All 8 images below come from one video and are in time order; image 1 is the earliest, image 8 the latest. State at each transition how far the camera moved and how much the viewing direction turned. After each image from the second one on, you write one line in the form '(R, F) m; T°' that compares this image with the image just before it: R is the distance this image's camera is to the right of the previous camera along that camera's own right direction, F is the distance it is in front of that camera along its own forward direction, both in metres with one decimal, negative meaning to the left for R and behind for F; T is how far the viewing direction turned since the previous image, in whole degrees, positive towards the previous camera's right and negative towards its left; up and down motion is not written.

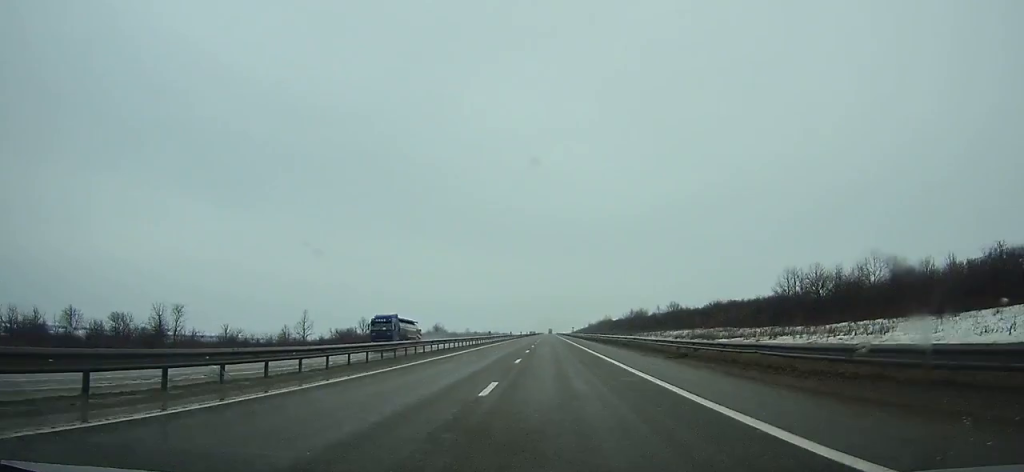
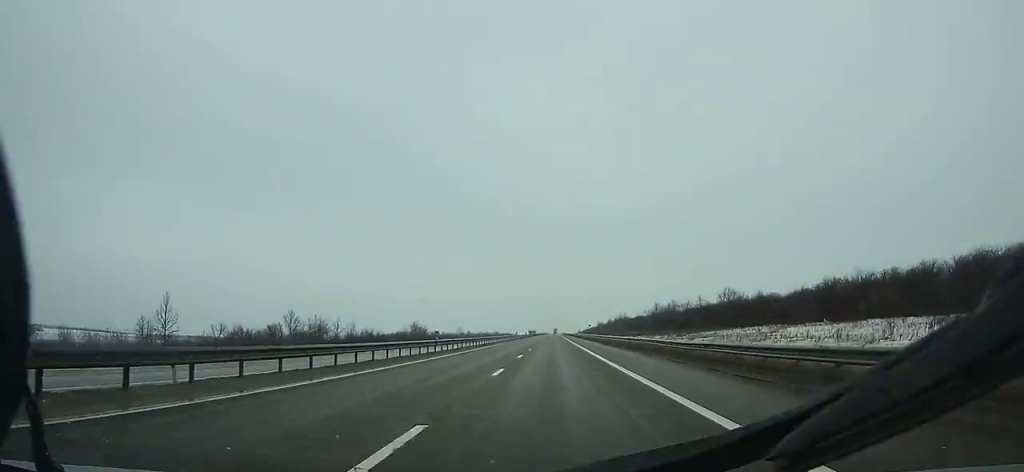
(-0.1, +67.4) m; 0°
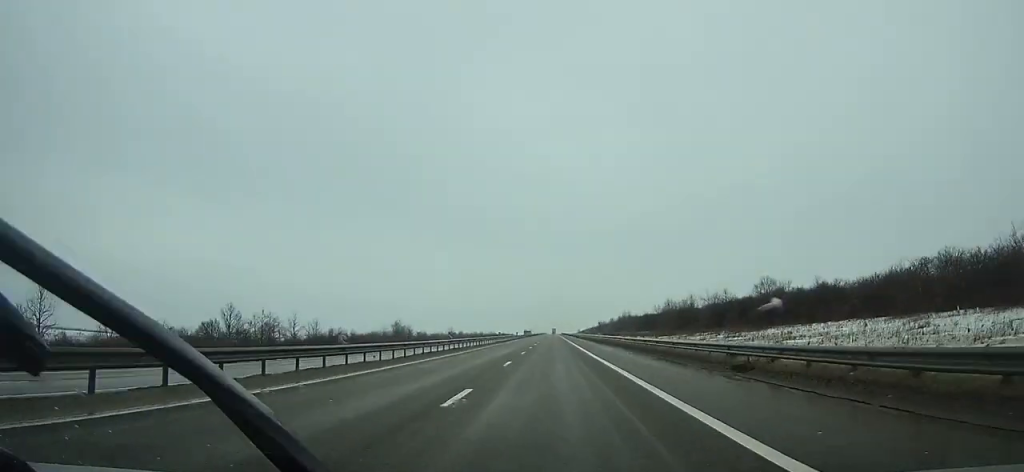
(0.0, +30.8) m; 0°
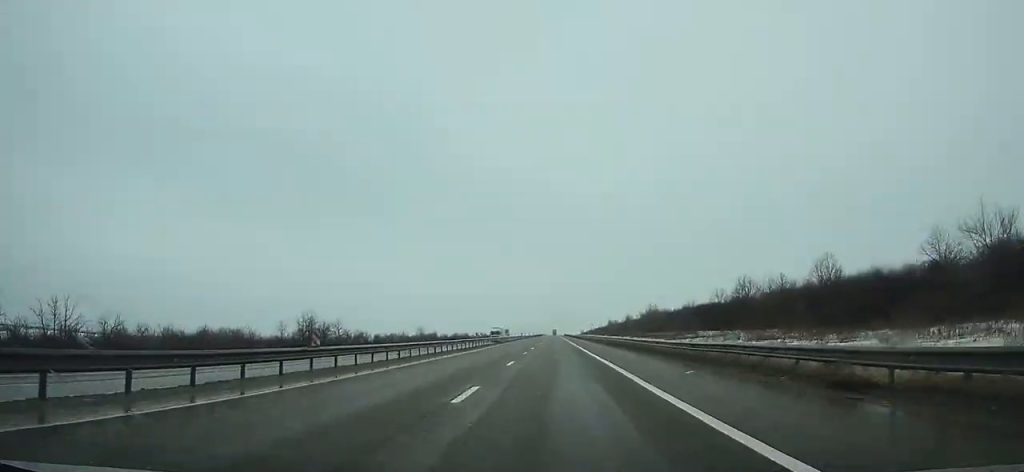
(-0.2, +94.0) m; 0°
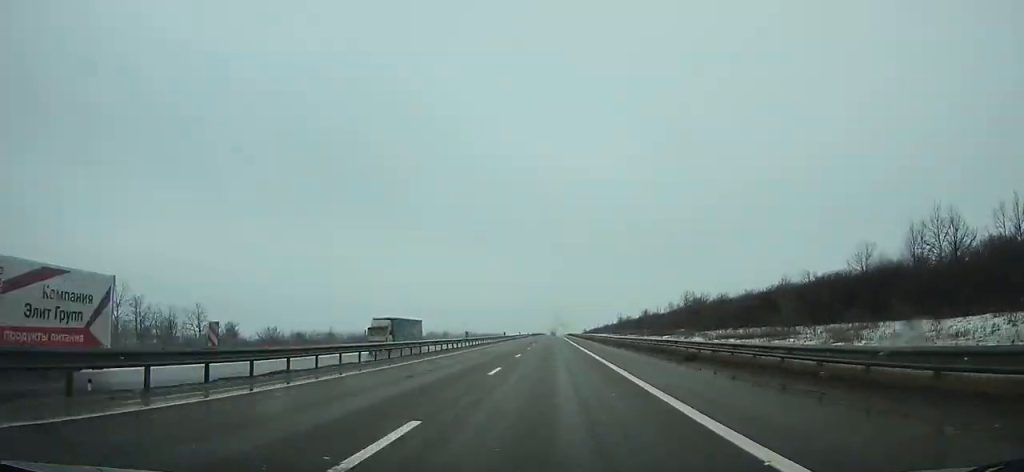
(0.0, +76.2) m; 0°
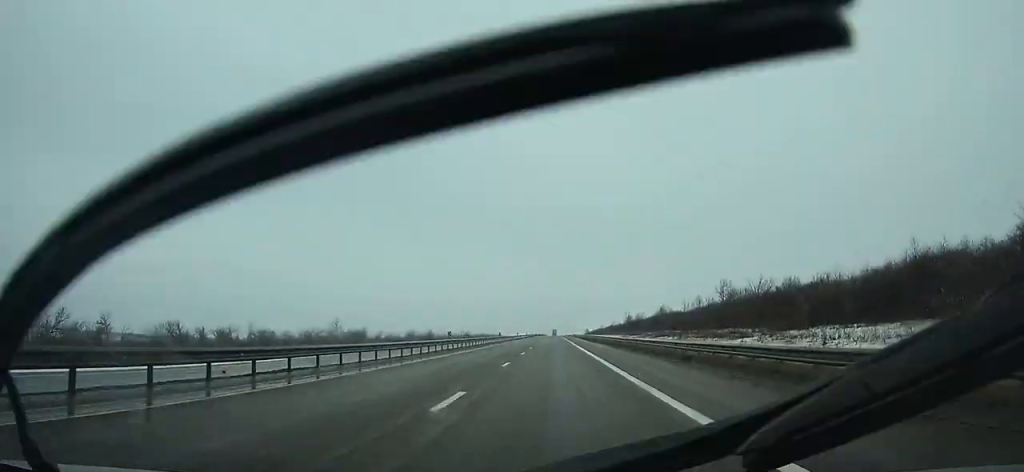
(+0.1, +43.6) m; 0°
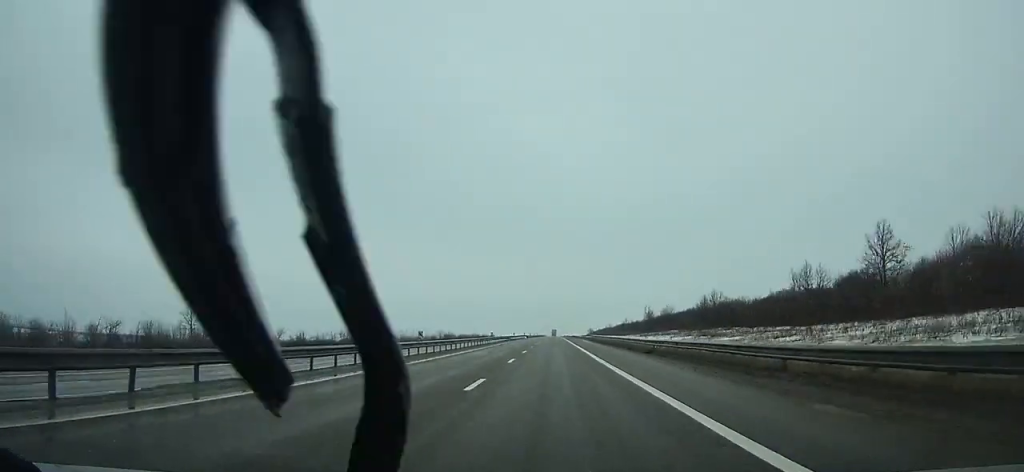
(+0.2, +80.0) m; 0°
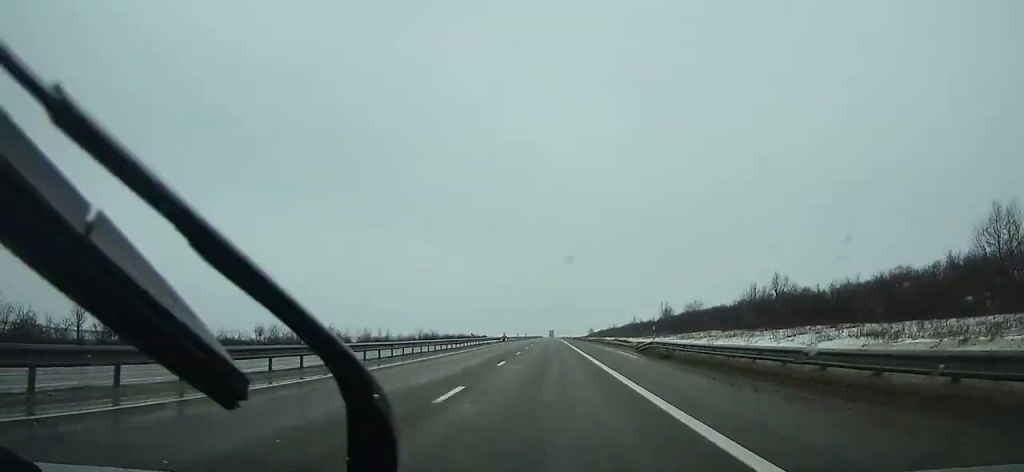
(0.0, +49.4) m; 0°
